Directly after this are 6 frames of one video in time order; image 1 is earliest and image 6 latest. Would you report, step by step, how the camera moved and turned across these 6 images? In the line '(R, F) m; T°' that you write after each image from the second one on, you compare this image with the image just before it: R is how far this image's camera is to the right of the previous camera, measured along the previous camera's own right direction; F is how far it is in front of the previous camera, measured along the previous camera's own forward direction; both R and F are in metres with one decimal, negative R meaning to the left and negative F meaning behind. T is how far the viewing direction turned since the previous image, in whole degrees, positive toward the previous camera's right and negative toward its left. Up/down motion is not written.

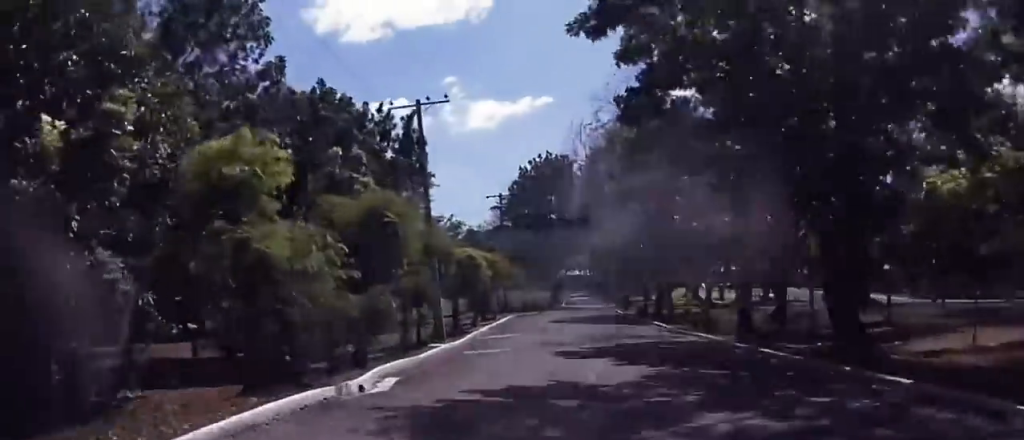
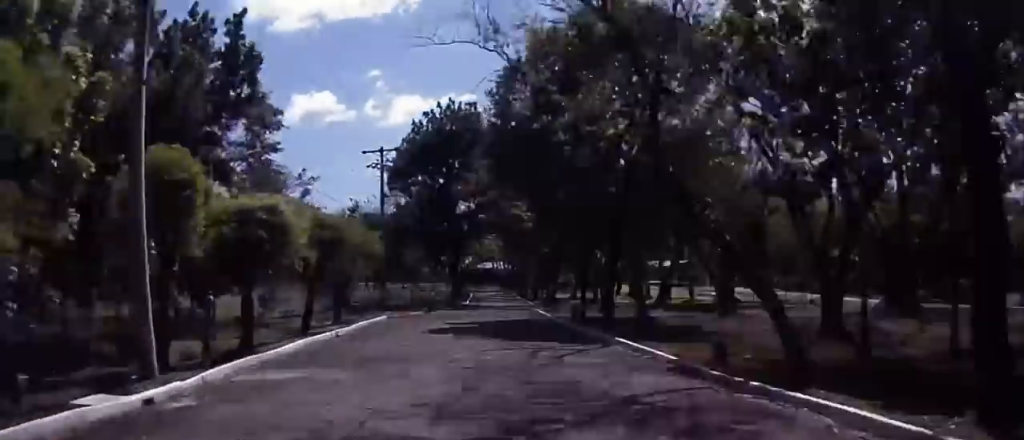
(+2.8, +18.0) m; -5°
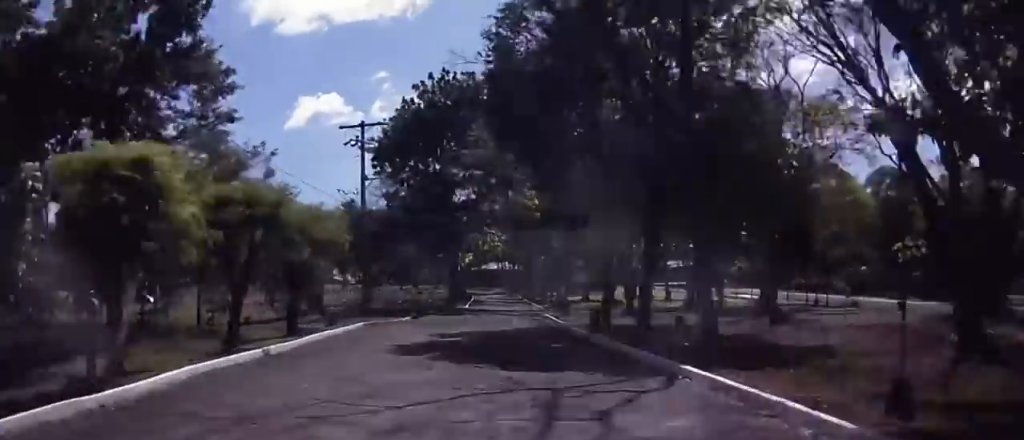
(-1.7, +7.2) m; -9°
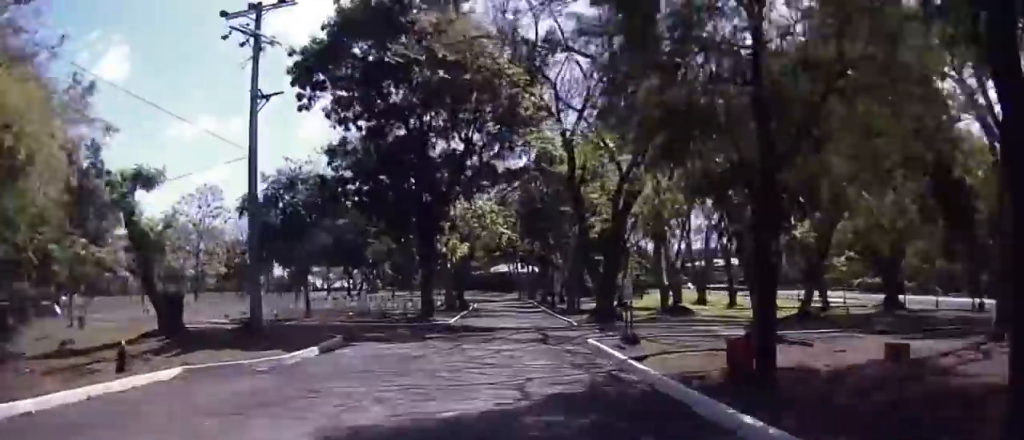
(-2.4, +16.6) m; -6°
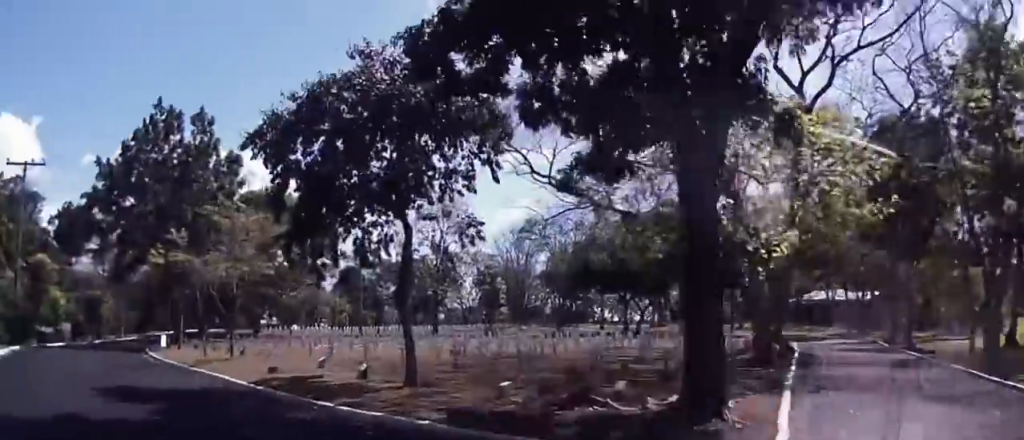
(-1.7, +23.4) m; -26°
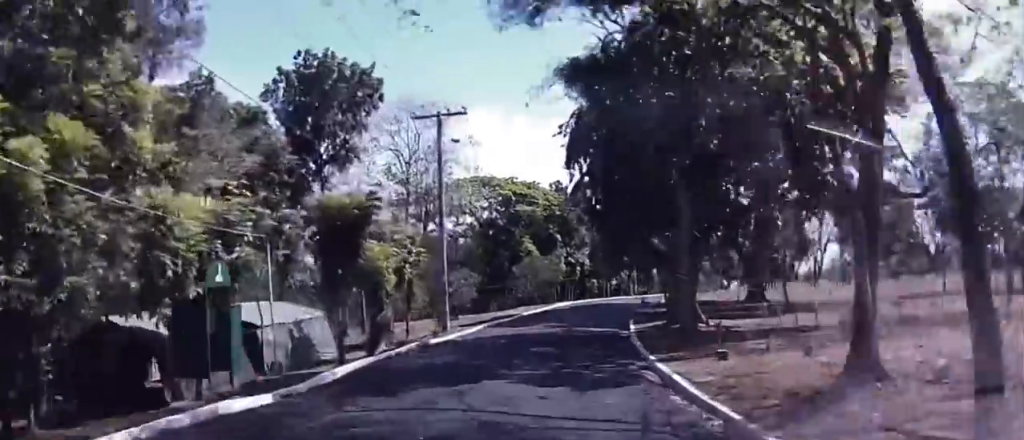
(-15.4, +43.7) m; -20°
